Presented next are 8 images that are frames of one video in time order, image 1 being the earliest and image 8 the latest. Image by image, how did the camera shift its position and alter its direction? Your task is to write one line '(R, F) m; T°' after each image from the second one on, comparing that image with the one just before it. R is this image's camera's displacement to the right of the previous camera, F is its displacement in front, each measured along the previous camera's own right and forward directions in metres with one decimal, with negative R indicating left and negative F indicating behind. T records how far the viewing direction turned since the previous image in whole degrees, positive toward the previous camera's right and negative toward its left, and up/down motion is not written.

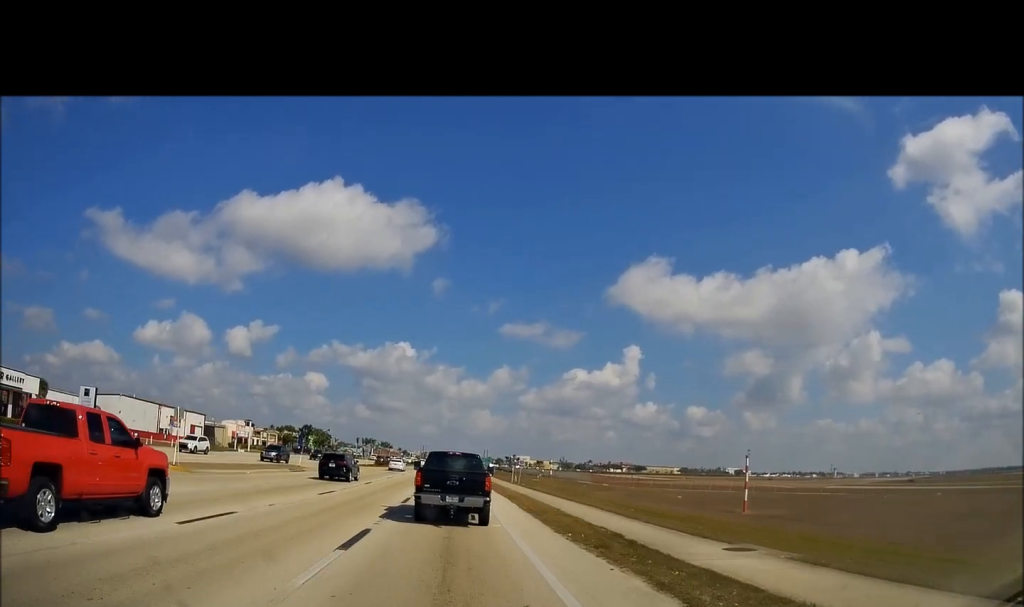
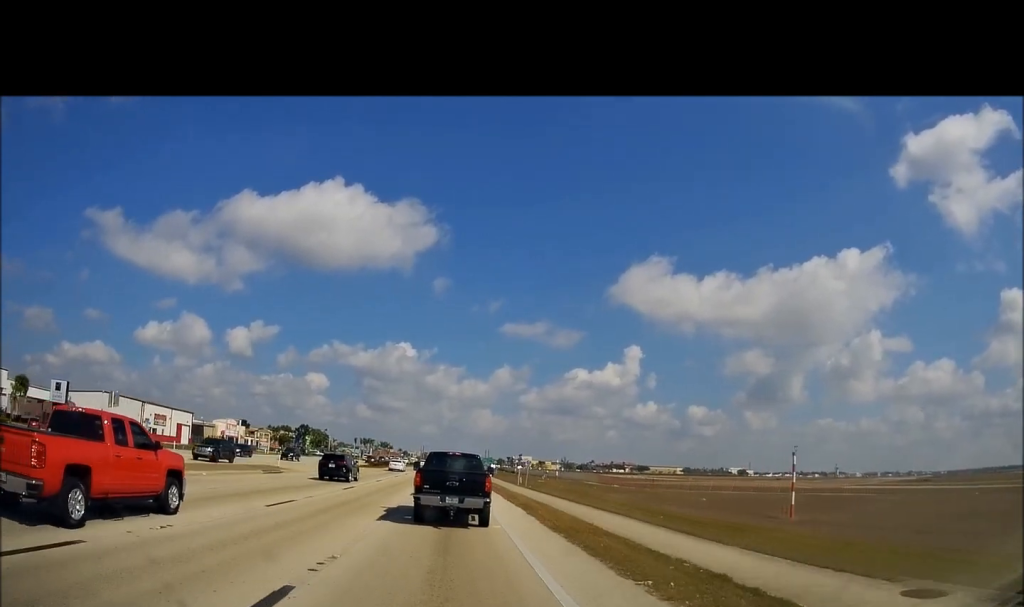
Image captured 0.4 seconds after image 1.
(-0.2, +6.6) m; 0°
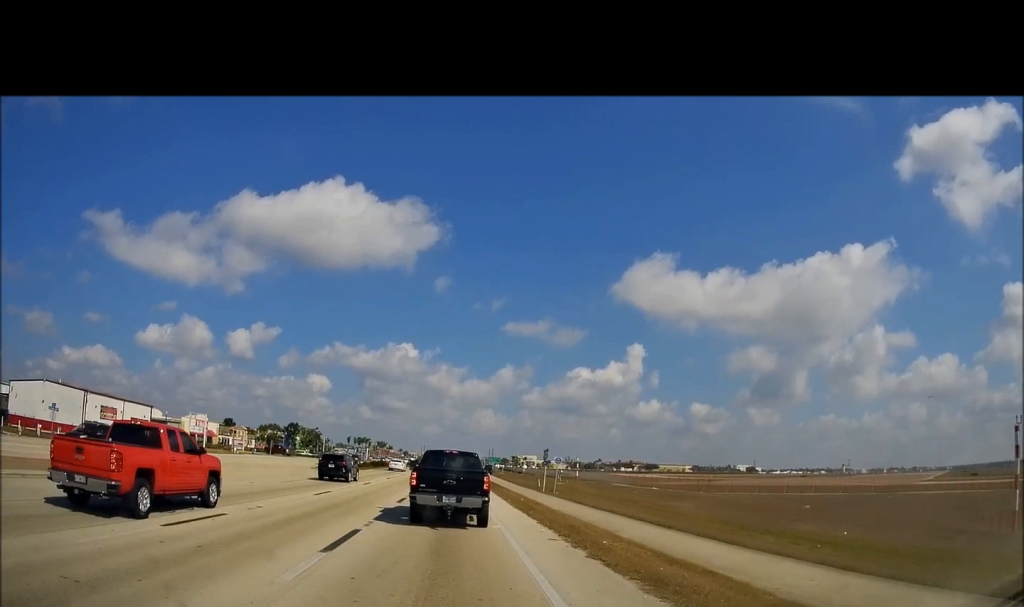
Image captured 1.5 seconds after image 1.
(+0.2, +18.3) m; +1°
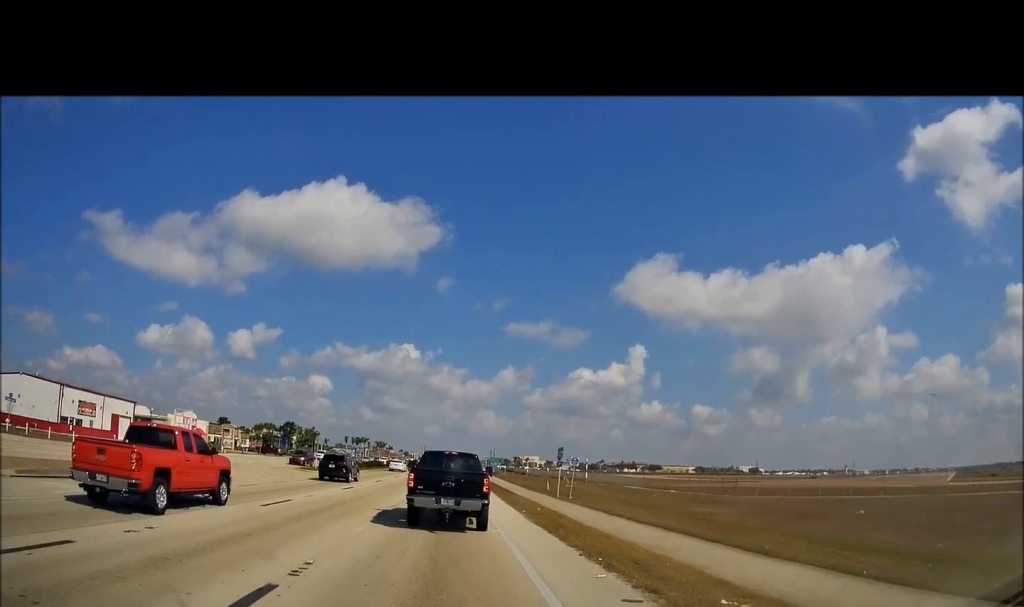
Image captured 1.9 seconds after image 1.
(0.0, +6.2) m; 0°
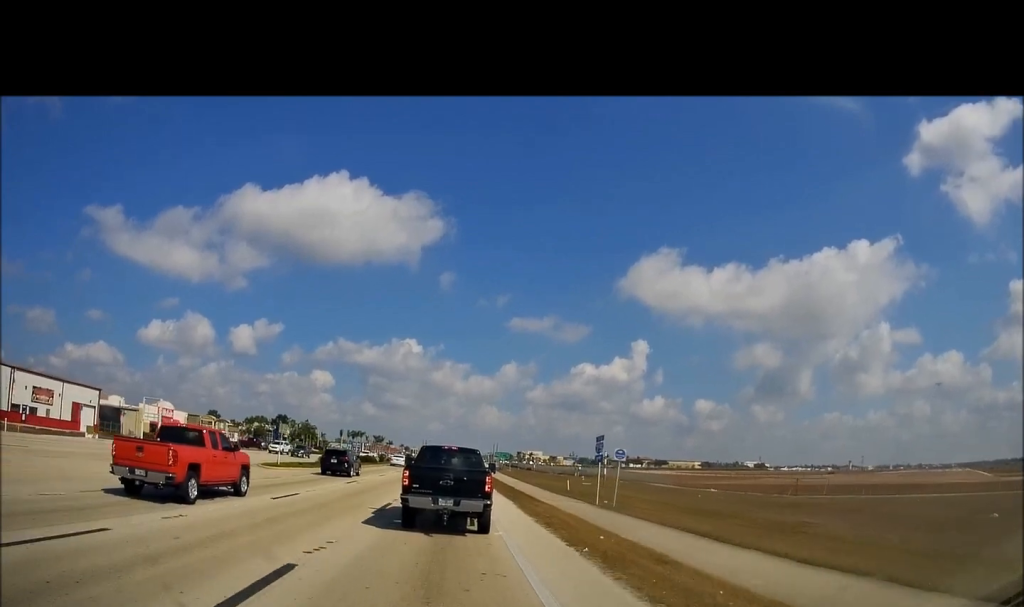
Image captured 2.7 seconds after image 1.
(+0.1, +10.9) m; -1°
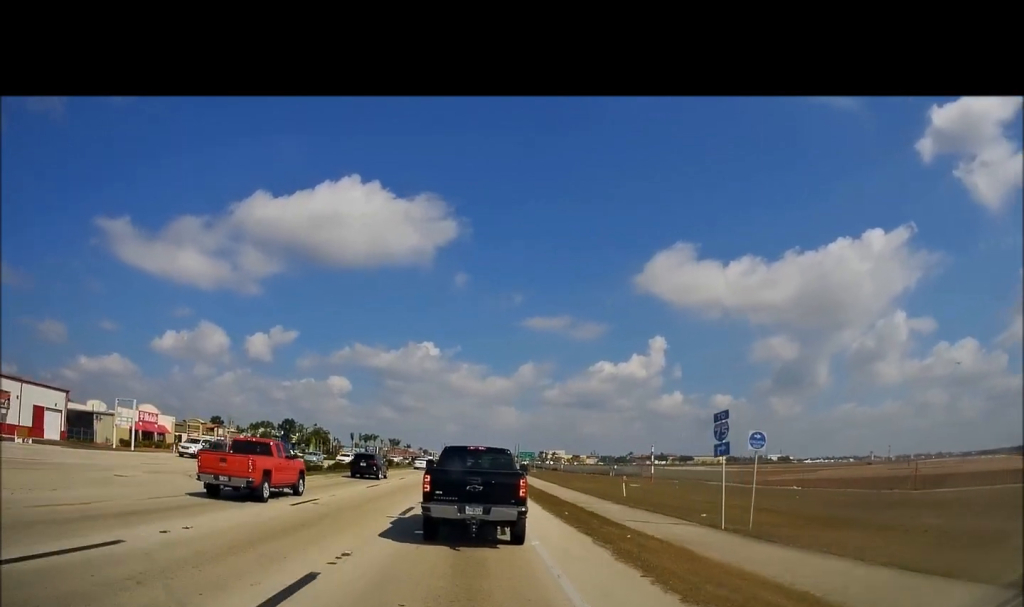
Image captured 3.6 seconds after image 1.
(-0.4, +12.6) m; -2°
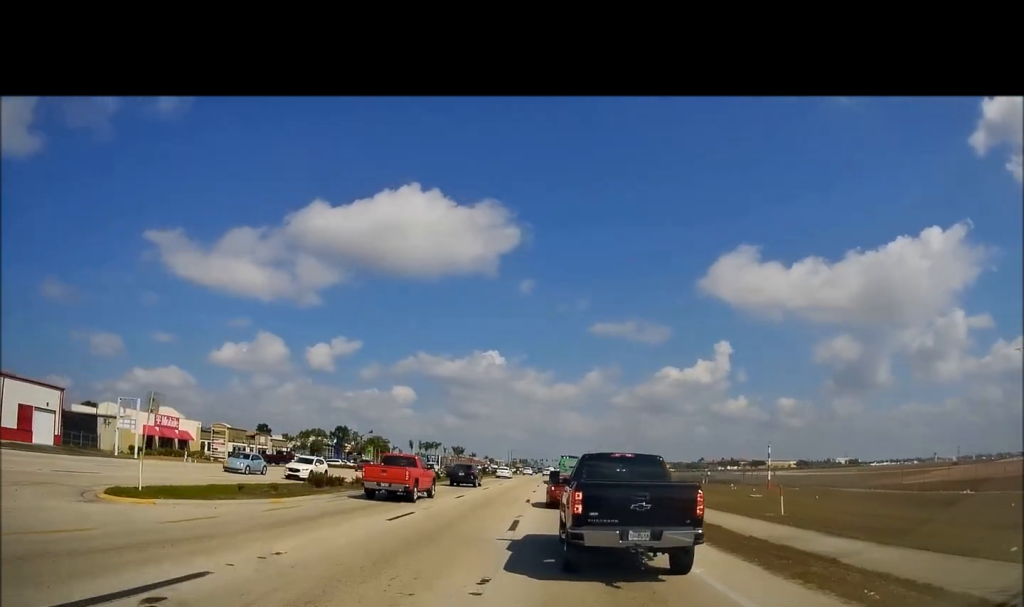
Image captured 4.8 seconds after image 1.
(-0.2, +14.3) m; -4°
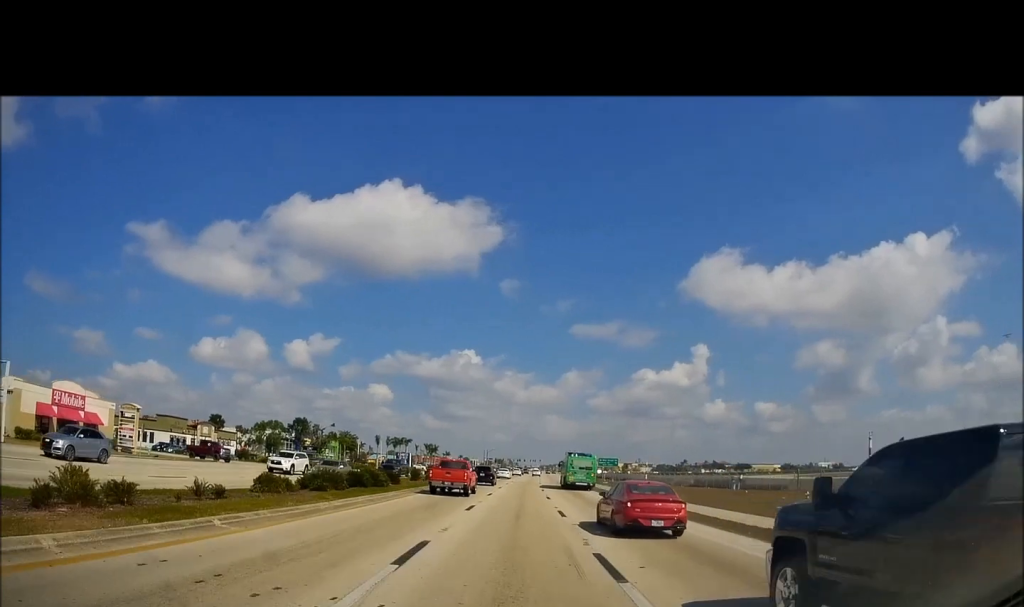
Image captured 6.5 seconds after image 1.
(-0.2, +20.0) m; 0°
